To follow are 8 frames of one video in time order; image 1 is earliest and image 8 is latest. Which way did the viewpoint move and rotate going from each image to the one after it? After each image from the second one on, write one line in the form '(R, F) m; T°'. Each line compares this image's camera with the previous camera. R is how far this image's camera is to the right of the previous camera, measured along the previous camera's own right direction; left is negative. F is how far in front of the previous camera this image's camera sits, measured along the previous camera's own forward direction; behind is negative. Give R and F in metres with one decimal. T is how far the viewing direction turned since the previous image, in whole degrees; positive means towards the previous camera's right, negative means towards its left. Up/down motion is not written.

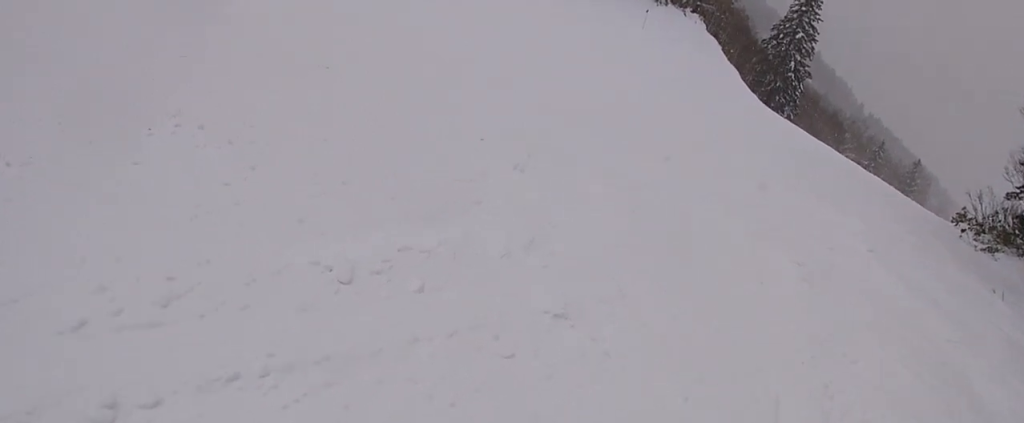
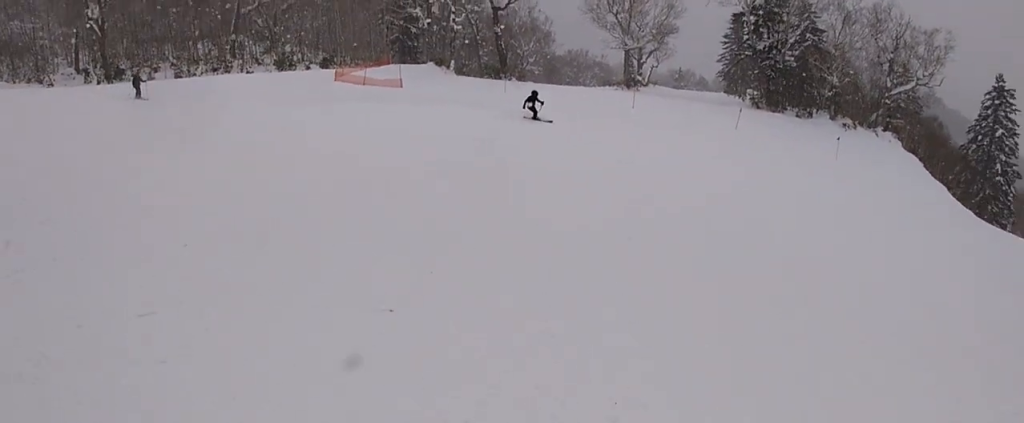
(-0.4, +3.8) m; -7°
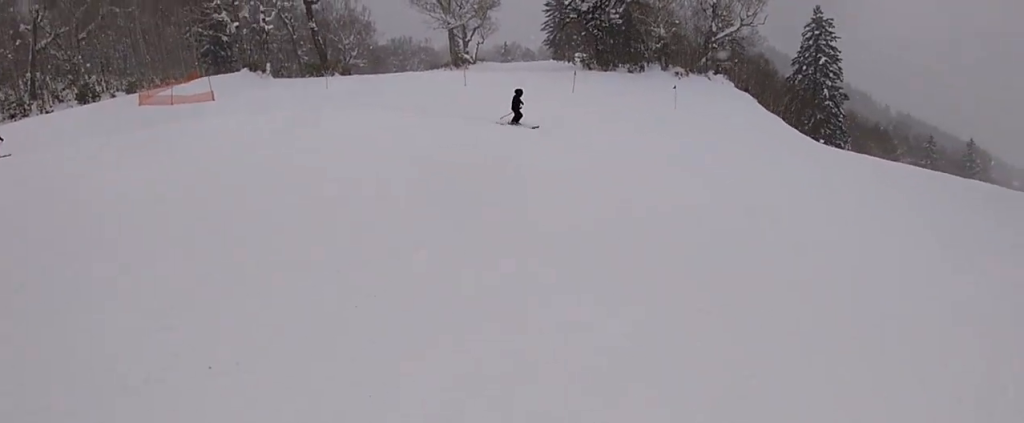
(0.0, +2.2) m; +2°
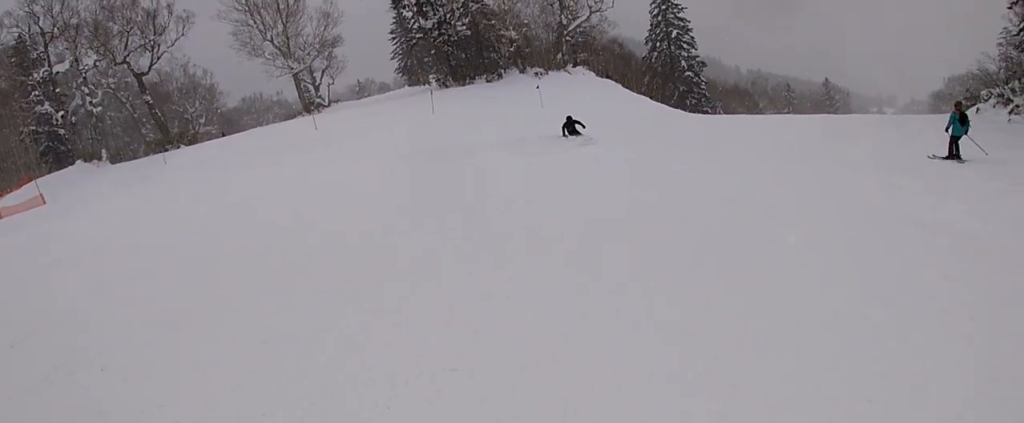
(-0.1, +2.8) m; +7°
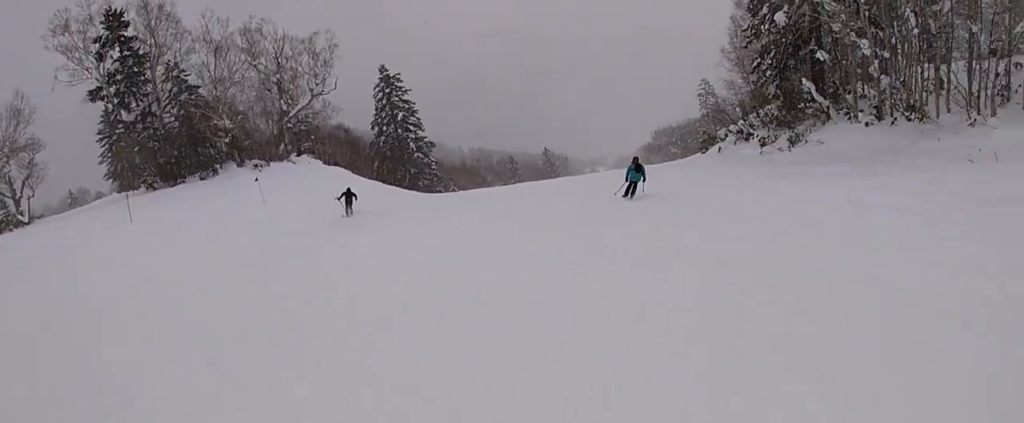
(+0.7, +3.8) m; +17°
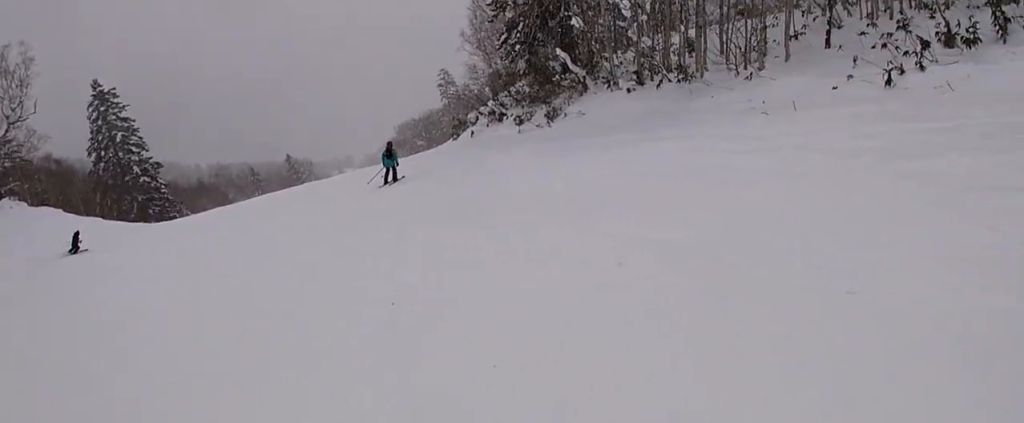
(+0.4, +3.2) m; +5°
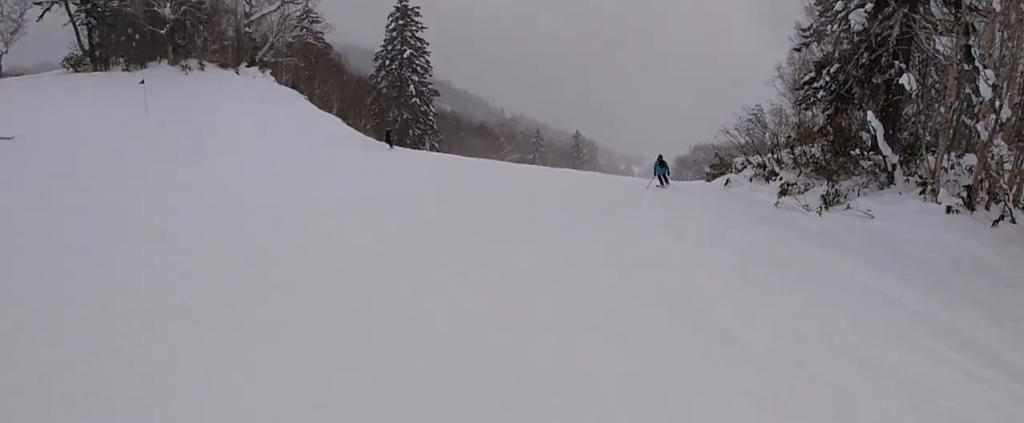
(0.0, +7.4) m; -5°
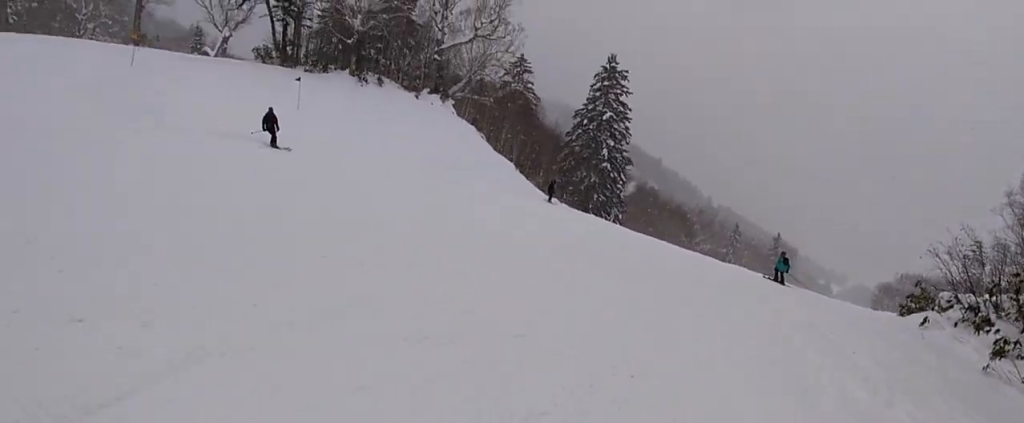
(-0.3, +4.5) m; -10°
